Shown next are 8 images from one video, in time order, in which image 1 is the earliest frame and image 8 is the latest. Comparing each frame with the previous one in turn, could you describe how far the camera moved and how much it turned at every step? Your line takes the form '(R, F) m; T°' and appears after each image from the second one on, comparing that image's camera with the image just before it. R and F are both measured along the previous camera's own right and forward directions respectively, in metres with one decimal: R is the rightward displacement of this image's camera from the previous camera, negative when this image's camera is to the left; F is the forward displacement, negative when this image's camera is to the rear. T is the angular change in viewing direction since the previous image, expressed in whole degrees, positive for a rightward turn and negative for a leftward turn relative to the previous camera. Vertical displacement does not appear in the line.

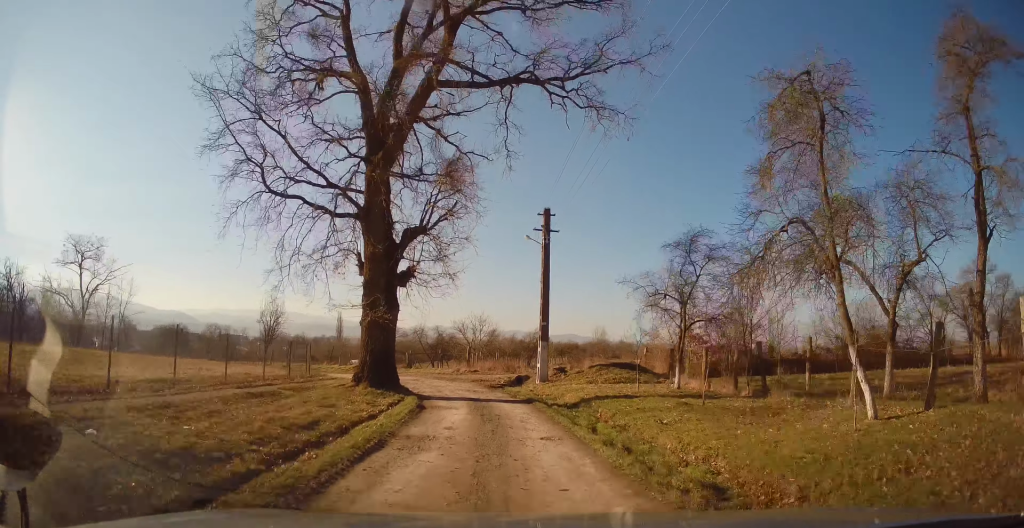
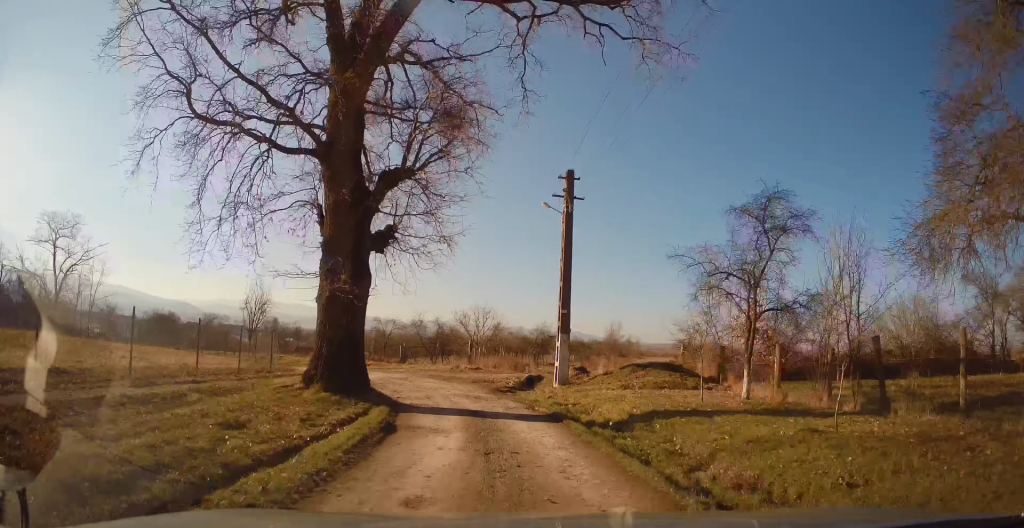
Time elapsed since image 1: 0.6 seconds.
(-0.1, +5.1) m; +2°
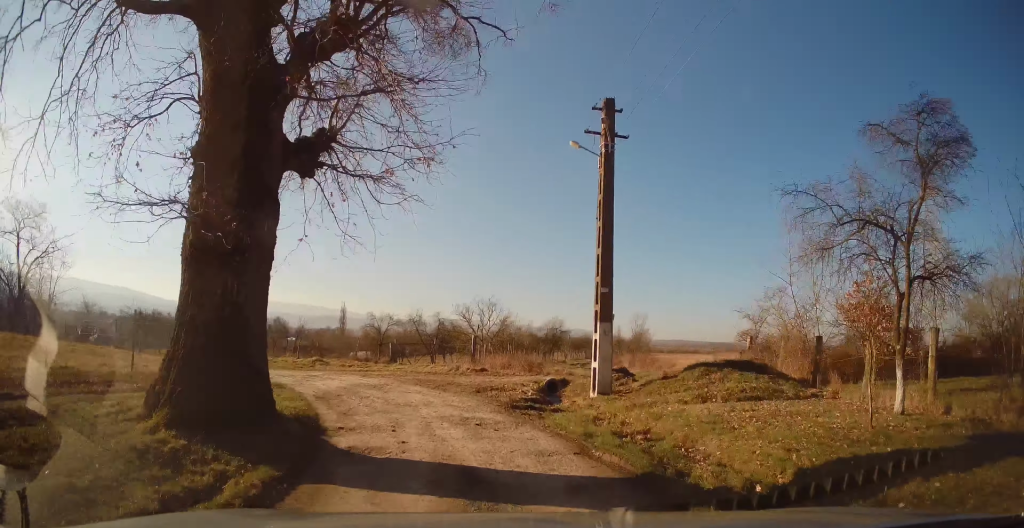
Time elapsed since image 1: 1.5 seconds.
(+0.2, +6.3) m; -1°
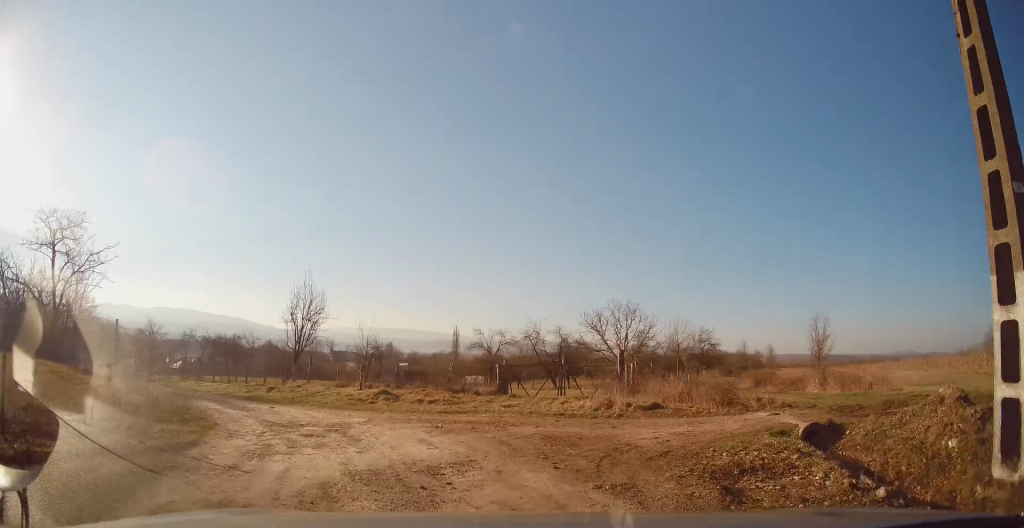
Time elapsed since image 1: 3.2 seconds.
(-0.9, +10.6) m; -11°
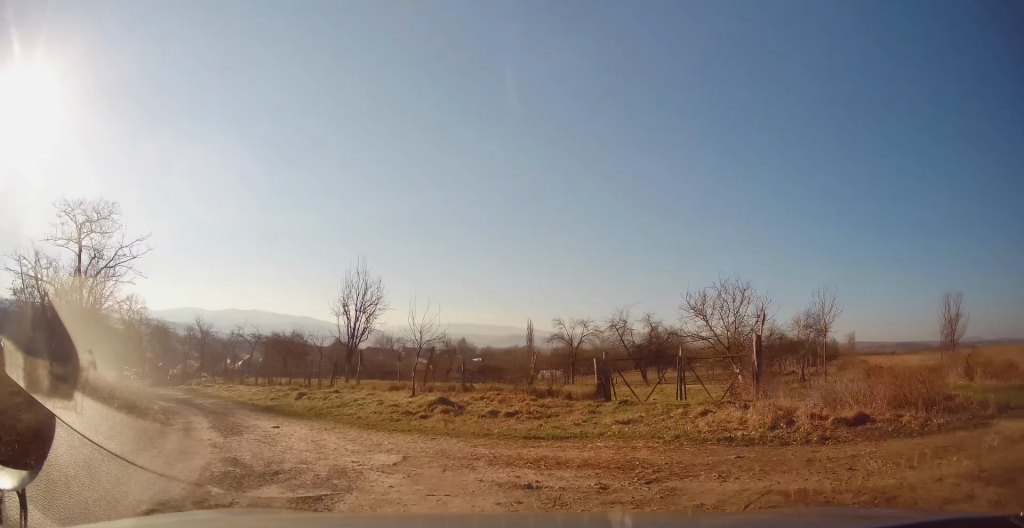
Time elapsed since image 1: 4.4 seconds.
(-0.2, +5.4) m; -7°
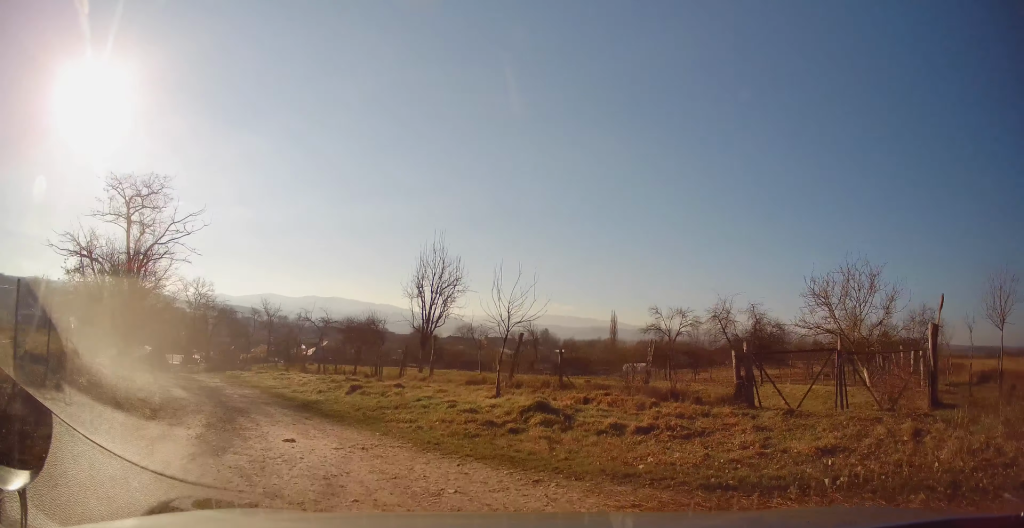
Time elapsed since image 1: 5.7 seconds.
(-0.6, +4.9) m; -15°
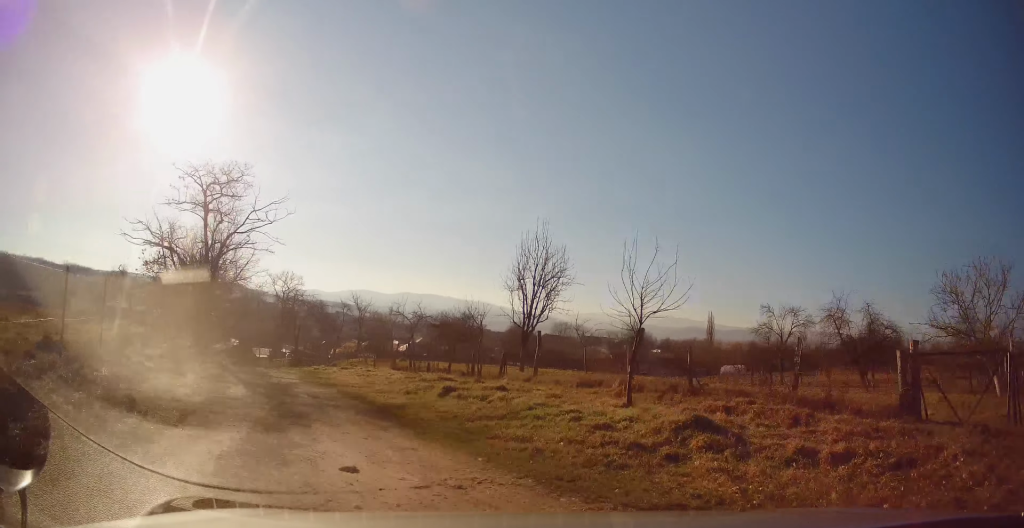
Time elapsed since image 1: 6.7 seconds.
(-0.2, +2.8) m; -7°
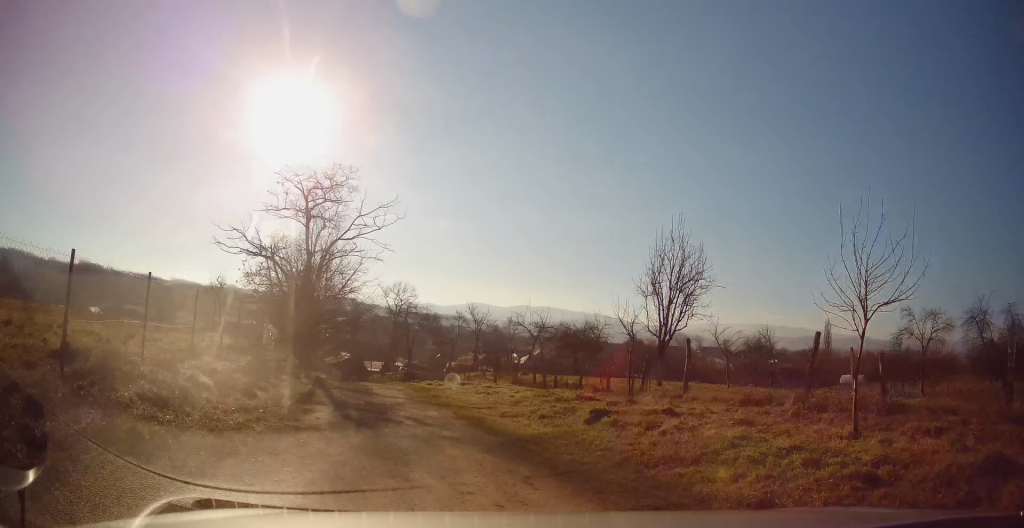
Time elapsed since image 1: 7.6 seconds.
(-0.1, +3.0) m; -7°
